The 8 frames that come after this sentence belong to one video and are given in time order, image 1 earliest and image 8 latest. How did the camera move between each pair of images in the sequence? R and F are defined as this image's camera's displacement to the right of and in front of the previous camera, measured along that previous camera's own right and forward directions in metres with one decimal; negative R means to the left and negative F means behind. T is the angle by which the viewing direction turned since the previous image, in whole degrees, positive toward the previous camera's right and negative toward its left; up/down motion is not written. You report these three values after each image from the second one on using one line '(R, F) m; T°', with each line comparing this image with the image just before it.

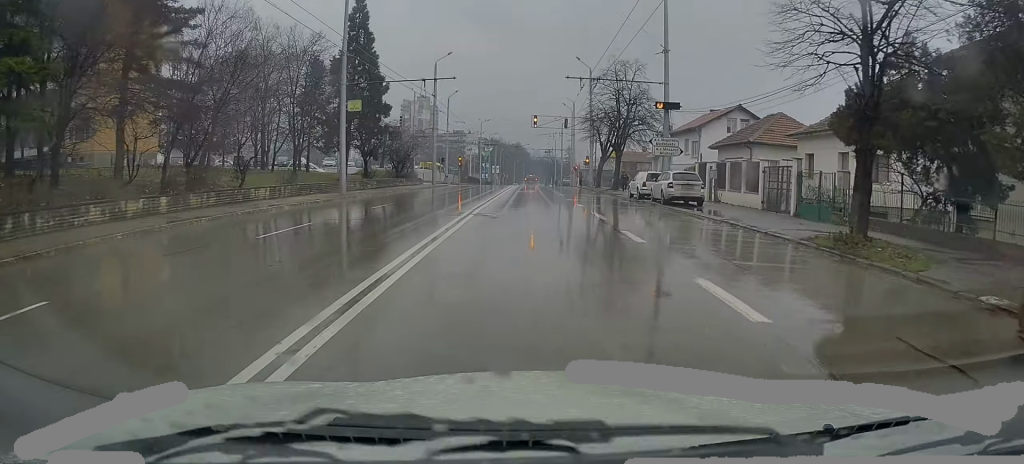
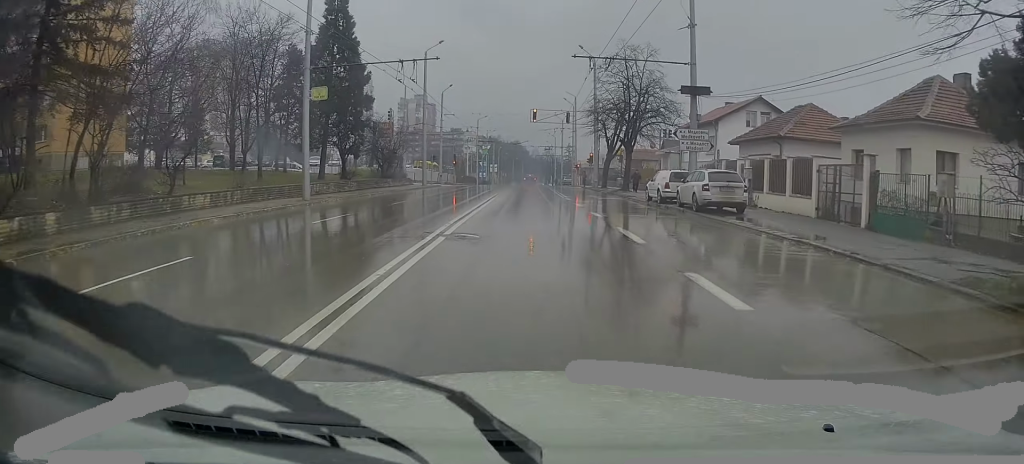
(-0.1, +5.5) m; 0°
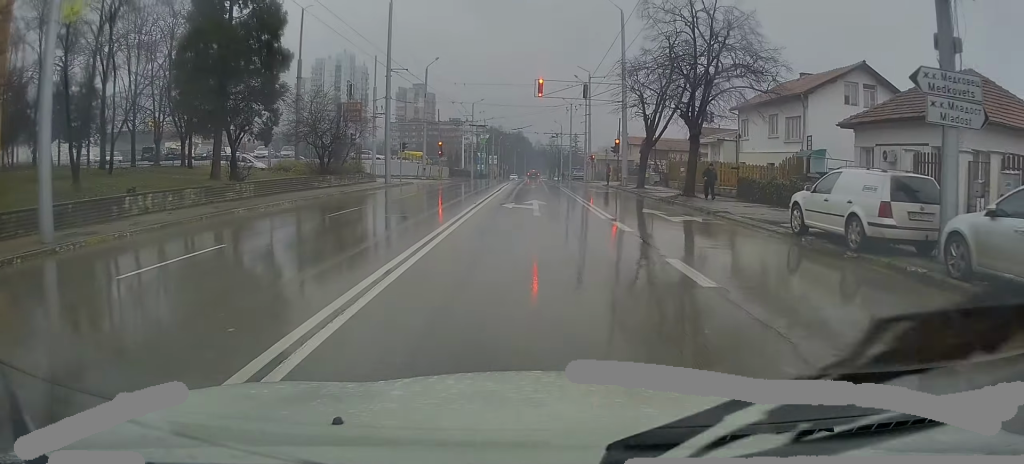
(+0.3, +16.8) m; +2°
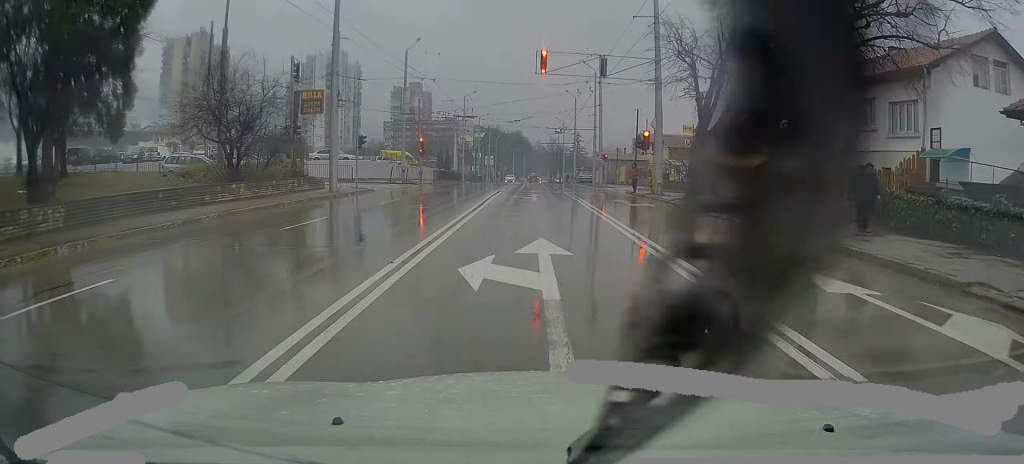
(-0.2, +12.1) m; -2°
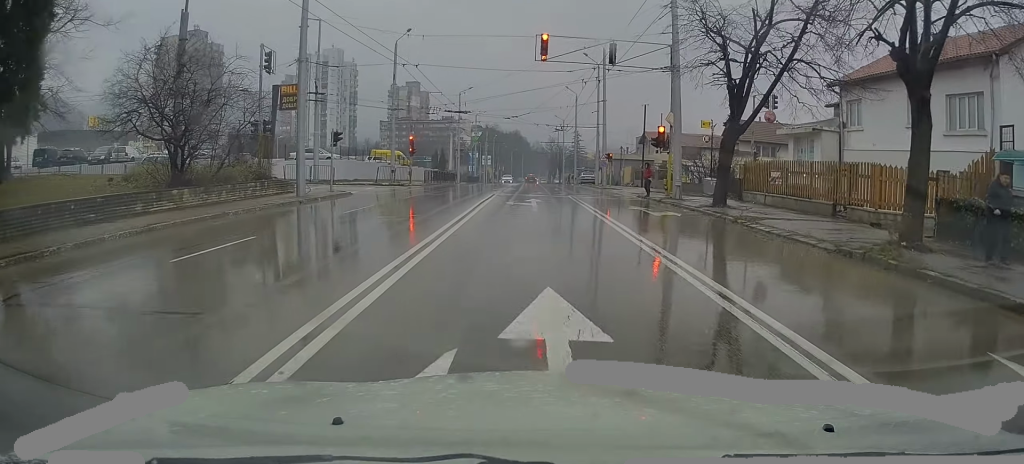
(-0.2, +4.6) m; 0°
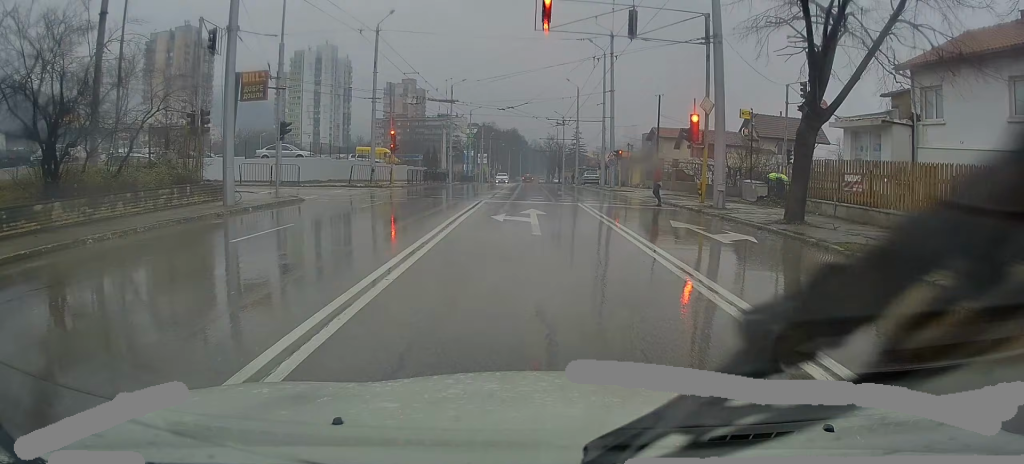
(+0.3, +6.8) m; -2°
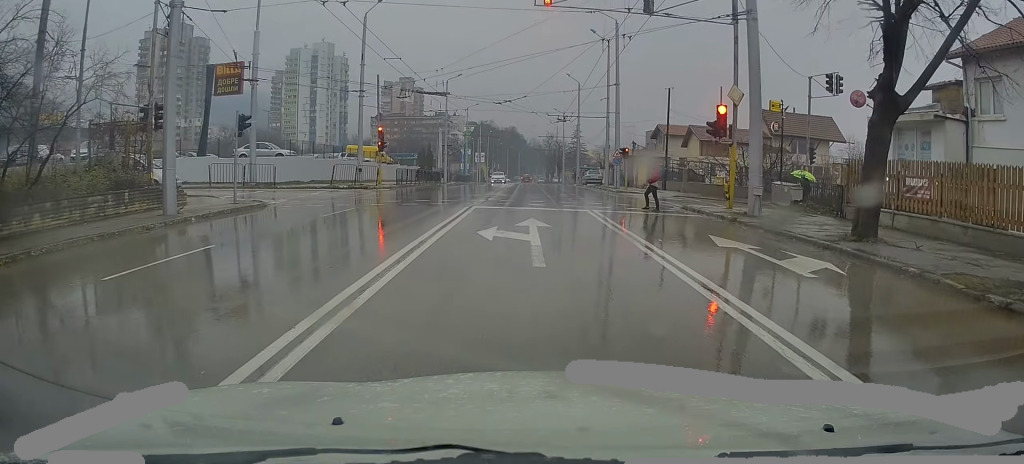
(-0.2, +3.6) m; 0°
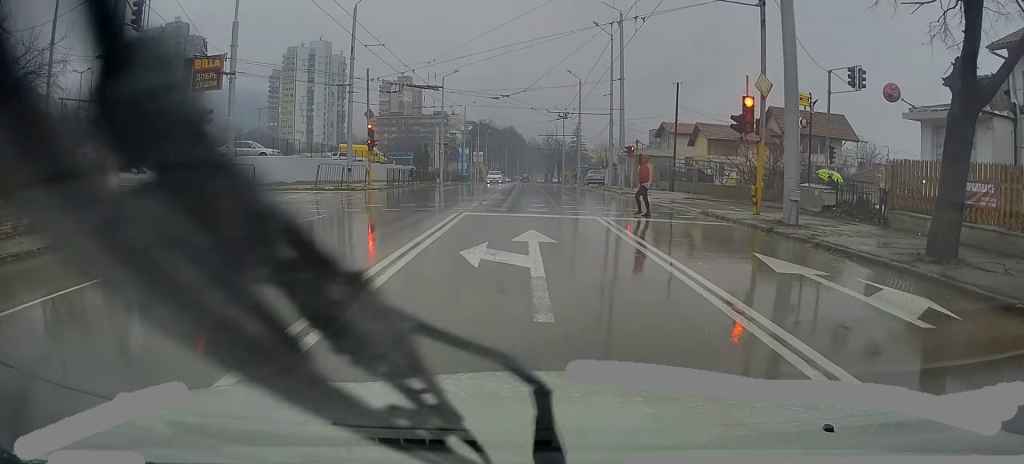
(-0.2, +2.8) m; 0°
